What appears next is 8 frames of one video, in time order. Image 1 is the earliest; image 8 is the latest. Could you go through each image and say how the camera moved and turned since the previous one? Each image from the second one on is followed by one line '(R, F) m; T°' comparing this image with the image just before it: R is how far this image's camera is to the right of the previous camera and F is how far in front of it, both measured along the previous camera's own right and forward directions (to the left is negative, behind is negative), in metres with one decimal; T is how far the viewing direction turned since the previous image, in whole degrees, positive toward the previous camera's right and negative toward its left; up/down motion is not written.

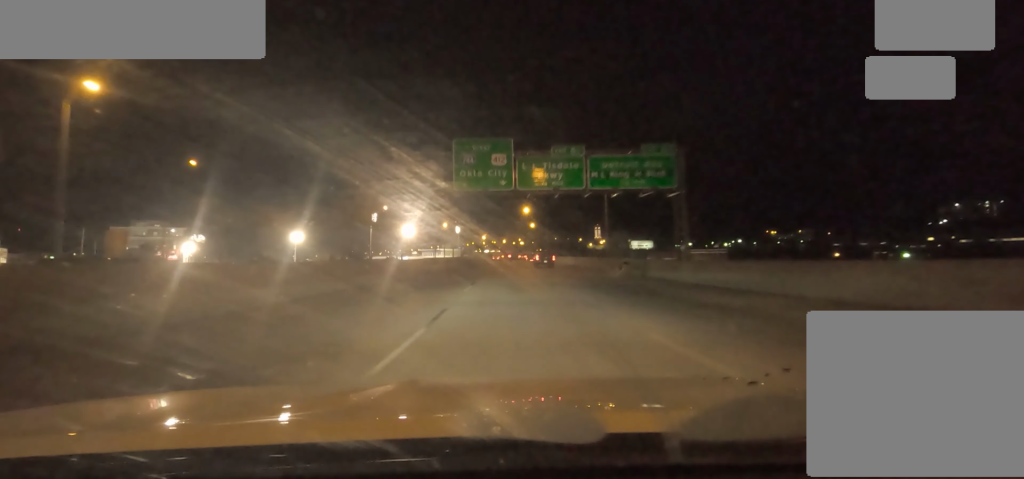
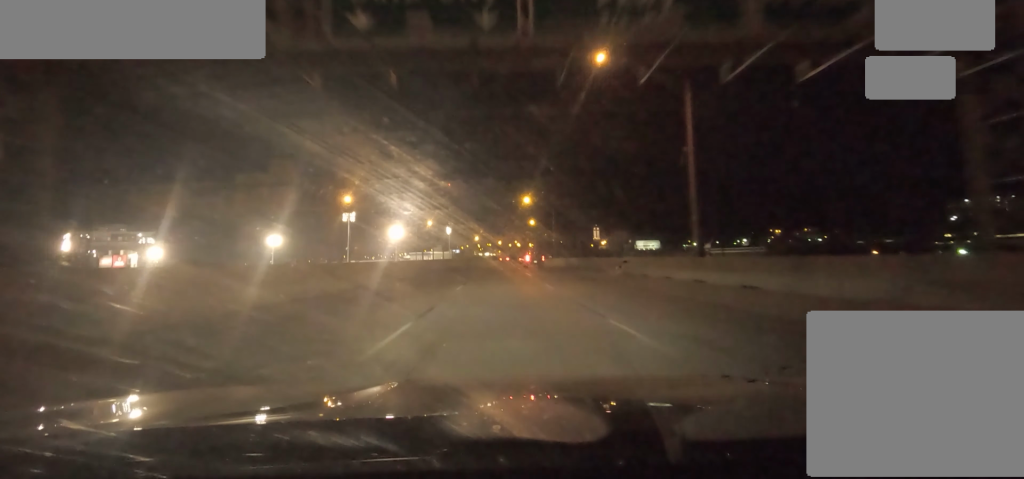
(+0.9, +26.1) m; -1°
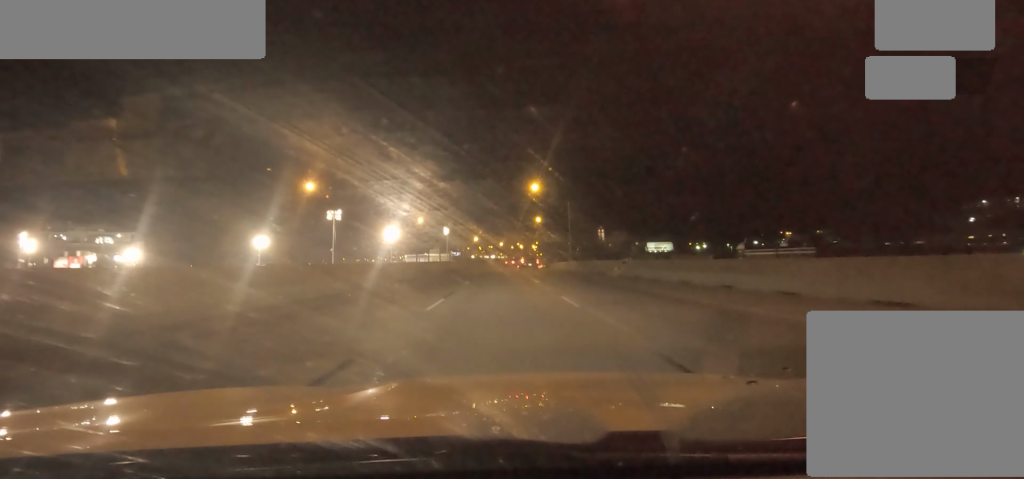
(-0.9, +20.8) m; -3°
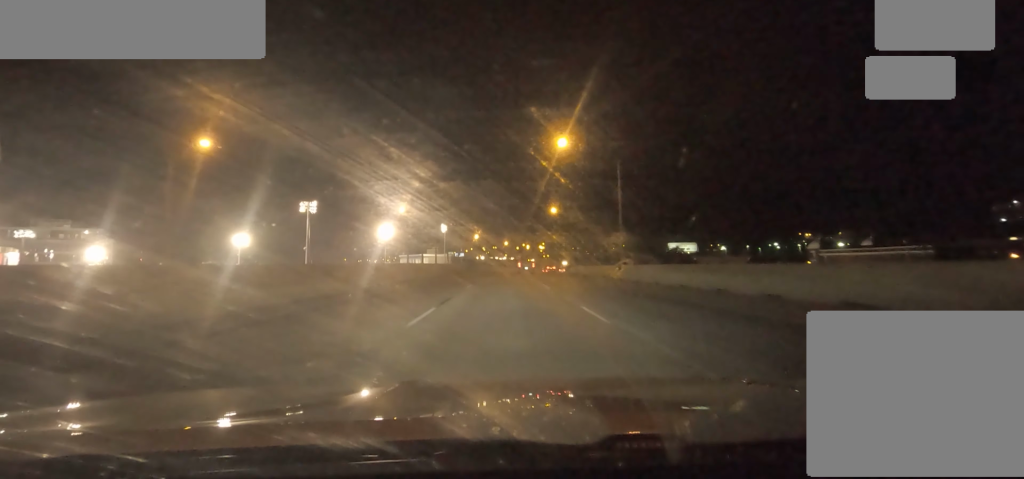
(-0.2, +29.9) m; +2°
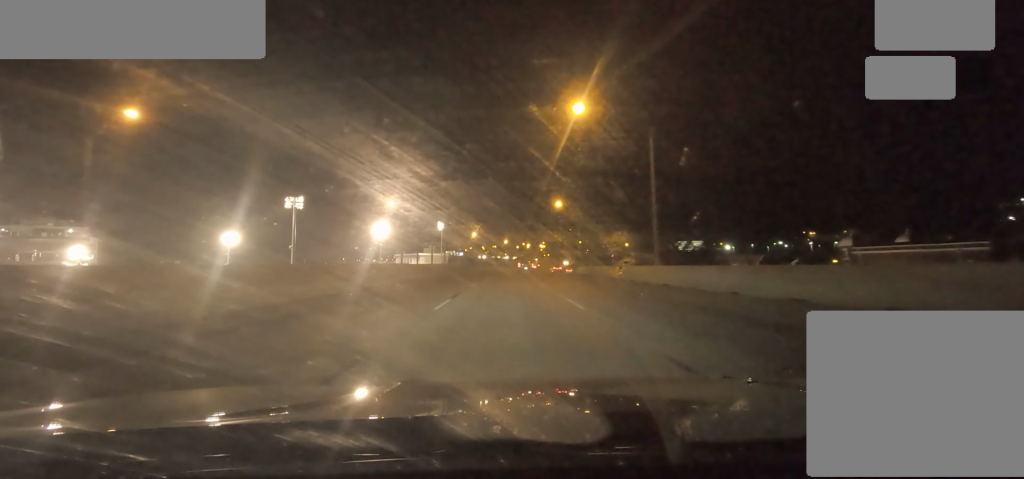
(-0.1, +10.5) m; +2°
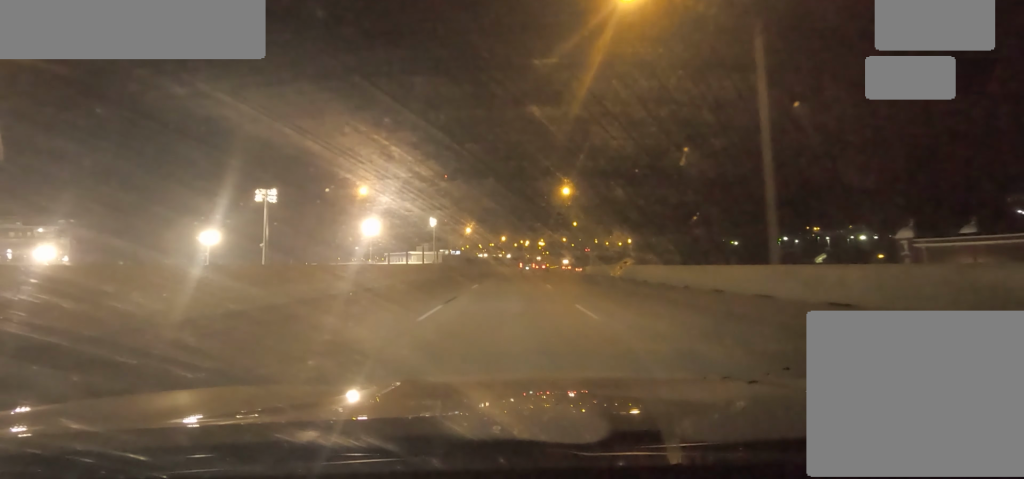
(+1.2, +16.1) m; 0°
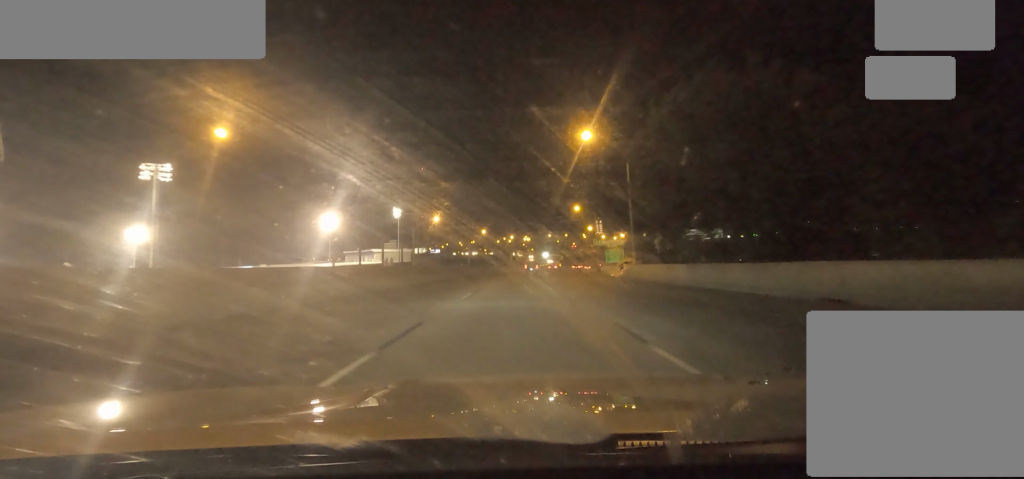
(-0.4, +35.1) m; 0°
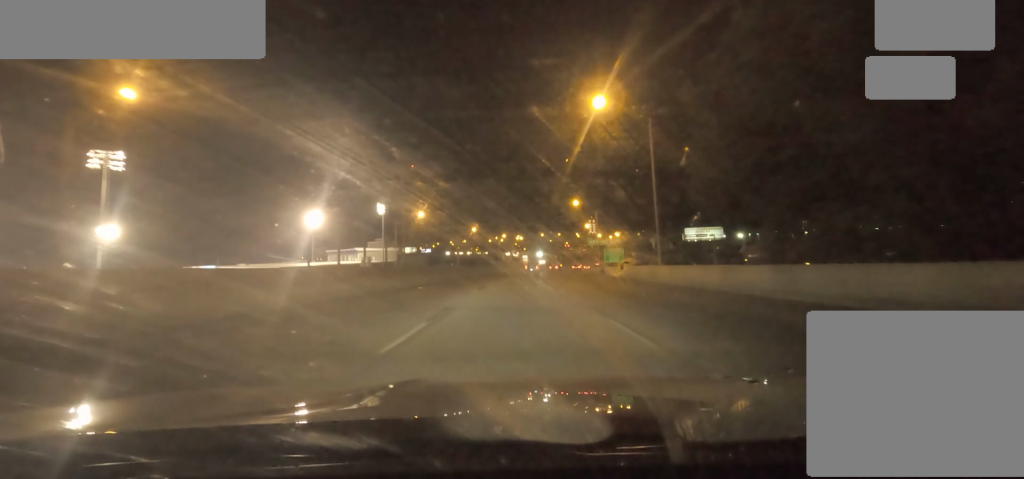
(+0.5, +10.3) m; 0°
